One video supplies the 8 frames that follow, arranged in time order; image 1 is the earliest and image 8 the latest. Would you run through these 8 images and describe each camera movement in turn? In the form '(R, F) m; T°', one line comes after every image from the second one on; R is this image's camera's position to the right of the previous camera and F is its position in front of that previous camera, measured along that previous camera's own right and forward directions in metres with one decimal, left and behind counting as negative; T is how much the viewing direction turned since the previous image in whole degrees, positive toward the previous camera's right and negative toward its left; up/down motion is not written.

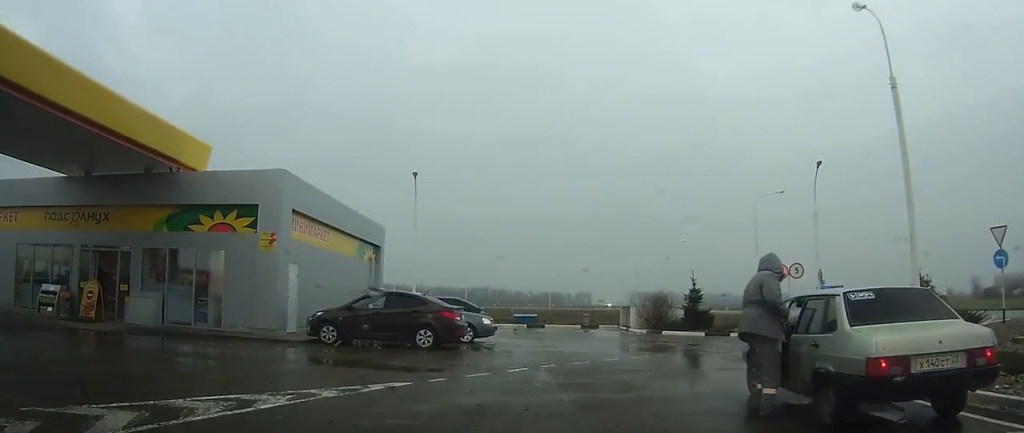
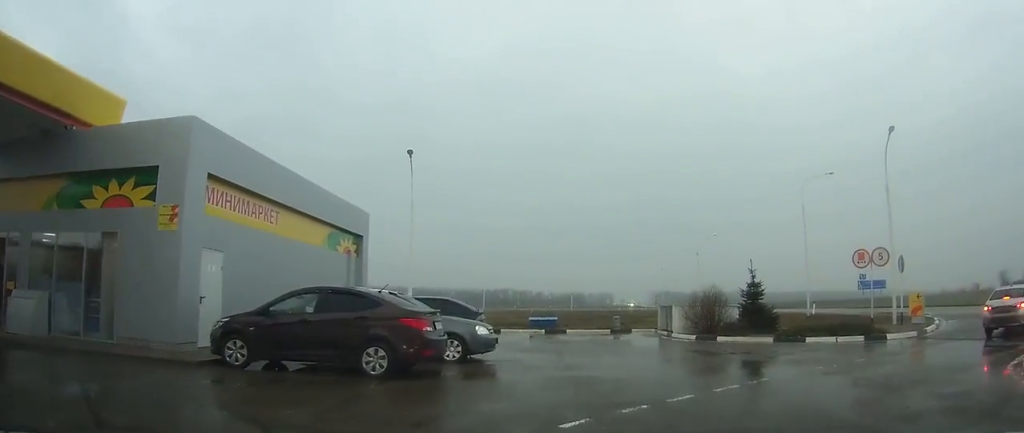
(0.0, +5.1) m; +14°
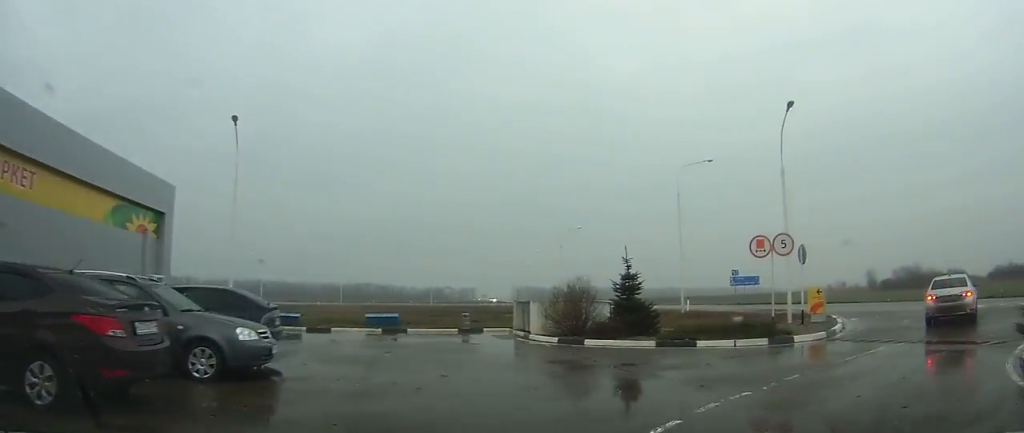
(+0.7, +3.8) m; +15°
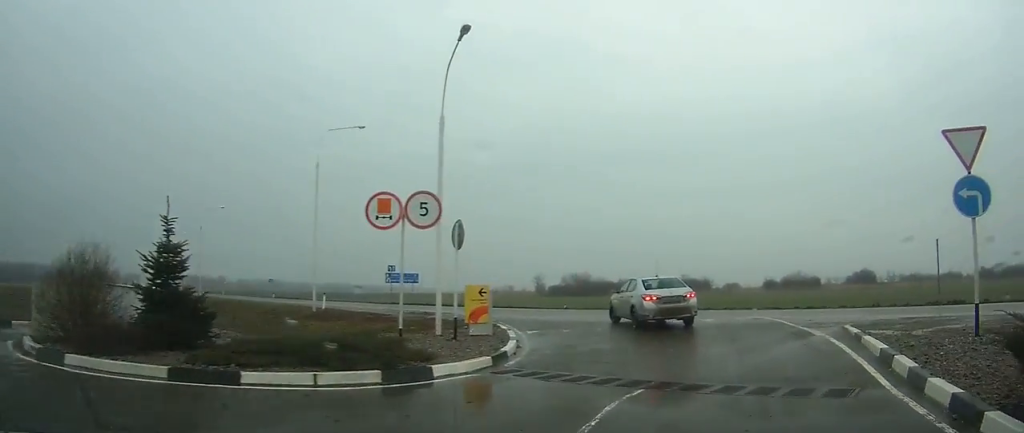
(+1.7, +7.3) m; +19°
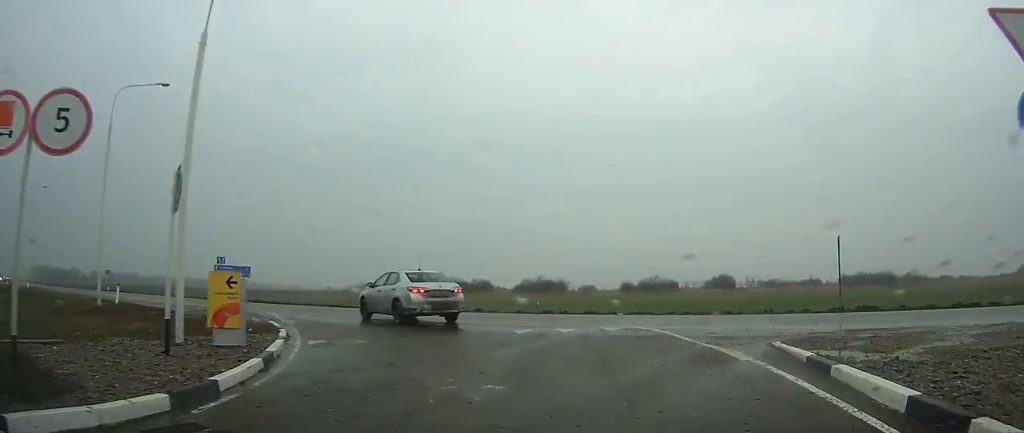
(+0.7, +5.5) m; +4°
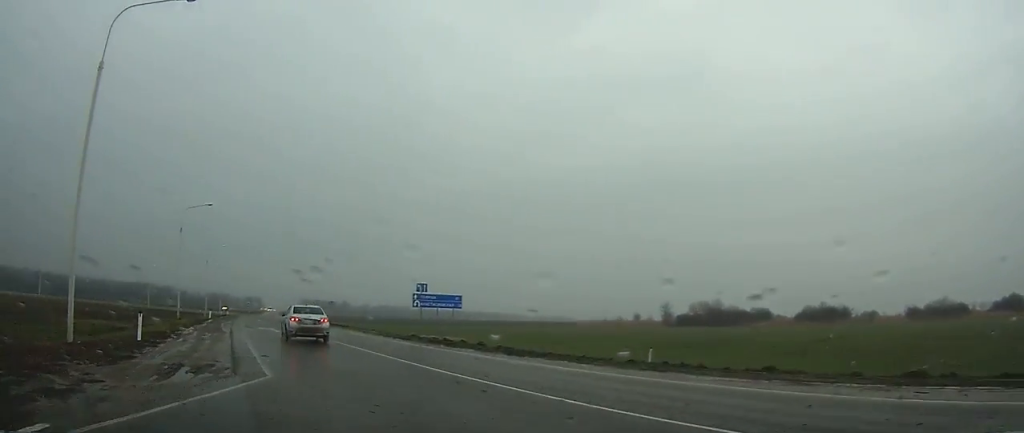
(-4.5, +19.9) m; -27°
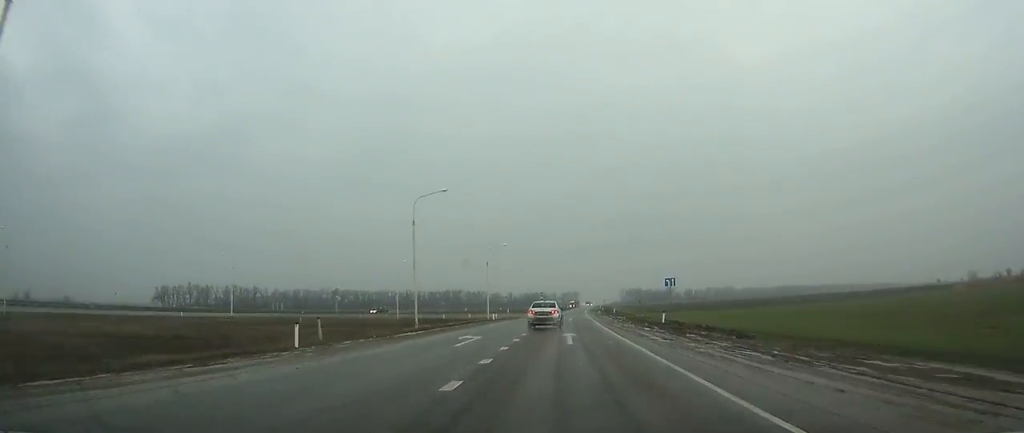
(-12.5, +48.2) m; -19°
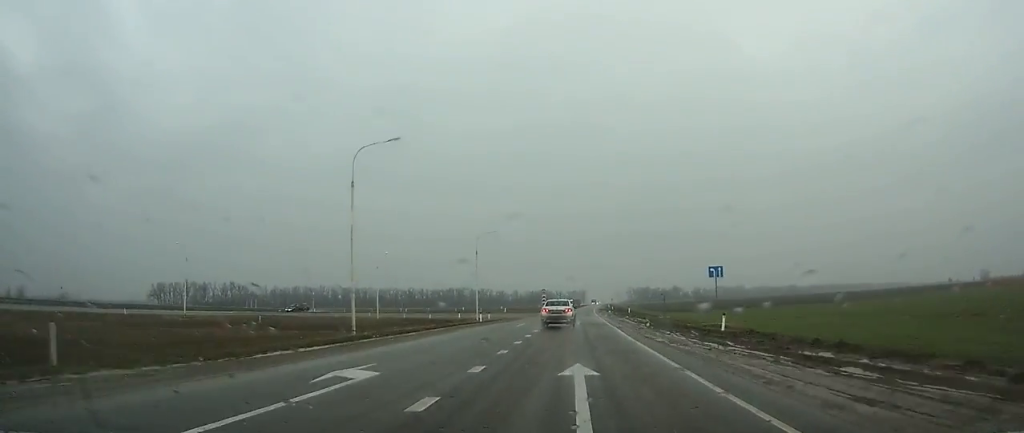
(-0.2, +14.3) m; 0°
